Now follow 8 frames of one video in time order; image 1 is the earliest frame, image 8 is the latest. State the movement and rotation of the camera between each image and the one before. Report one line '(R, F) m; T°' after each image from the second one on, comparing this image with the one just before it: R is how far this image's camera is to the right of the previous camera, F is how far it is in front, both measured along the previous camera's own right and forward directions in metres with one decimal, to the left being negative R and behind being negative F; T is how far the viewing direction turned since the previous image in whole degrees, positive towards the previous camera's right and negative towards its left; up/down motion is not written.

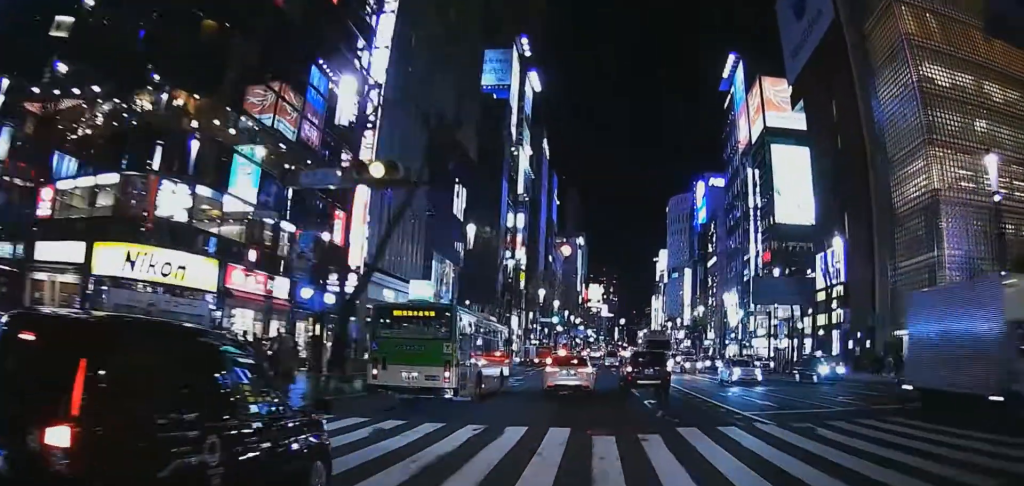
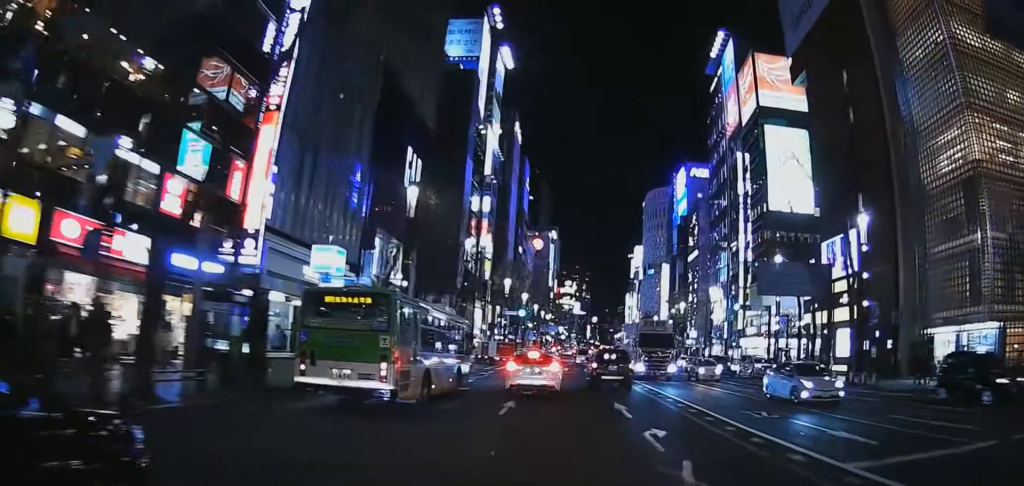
(+0.7, +9.2) m; +3°
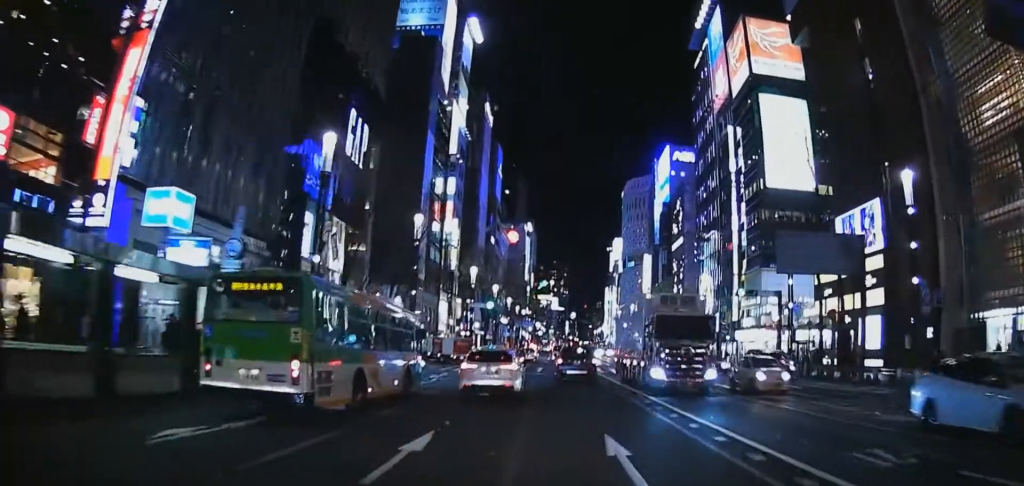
(-0.1, +8.1) m; -1°
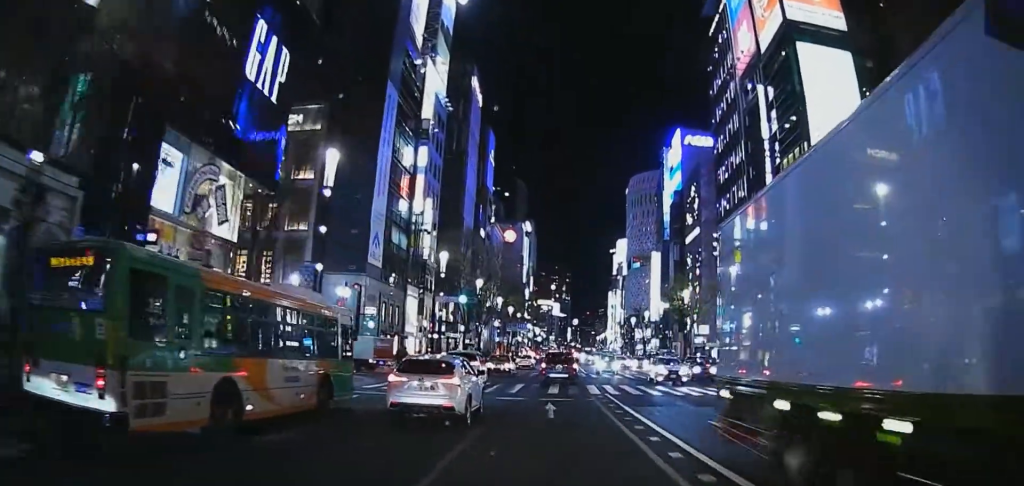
(+0.2, +13.7) m; +3°
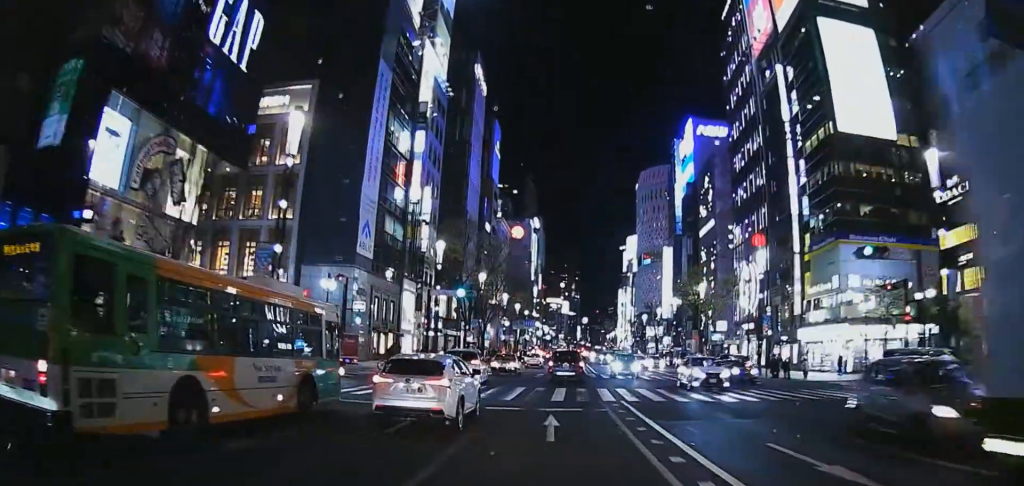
(0.0, +4.2) m; 0°
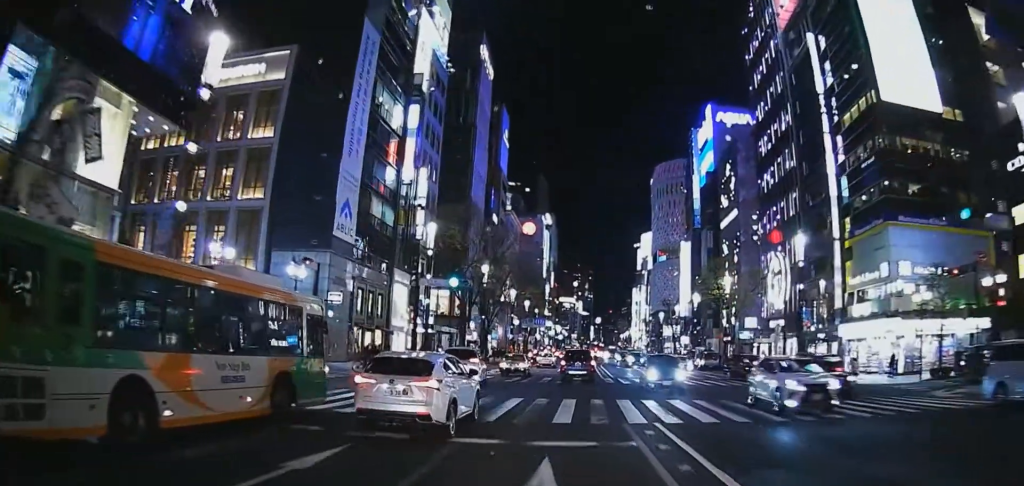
(0.0, +5.9) m; 0°
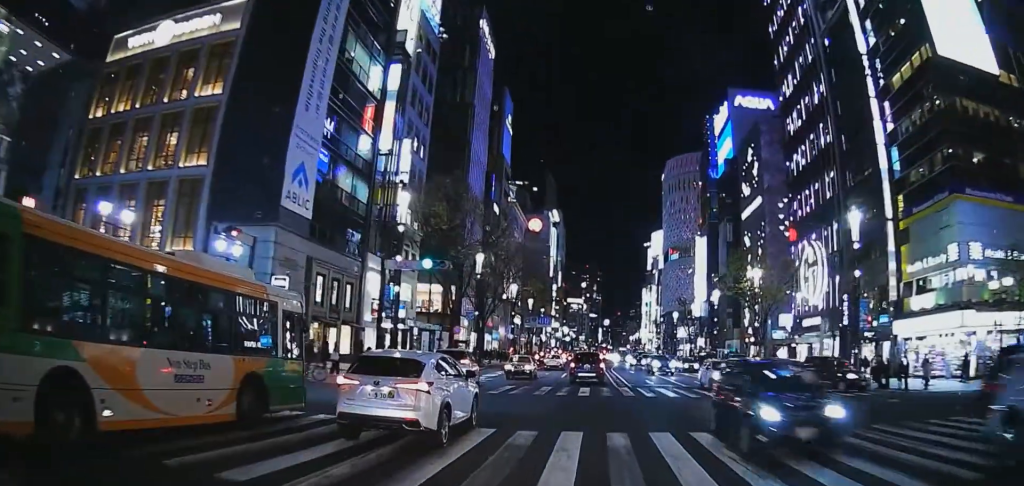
(0.0, +7.6) m; 0°
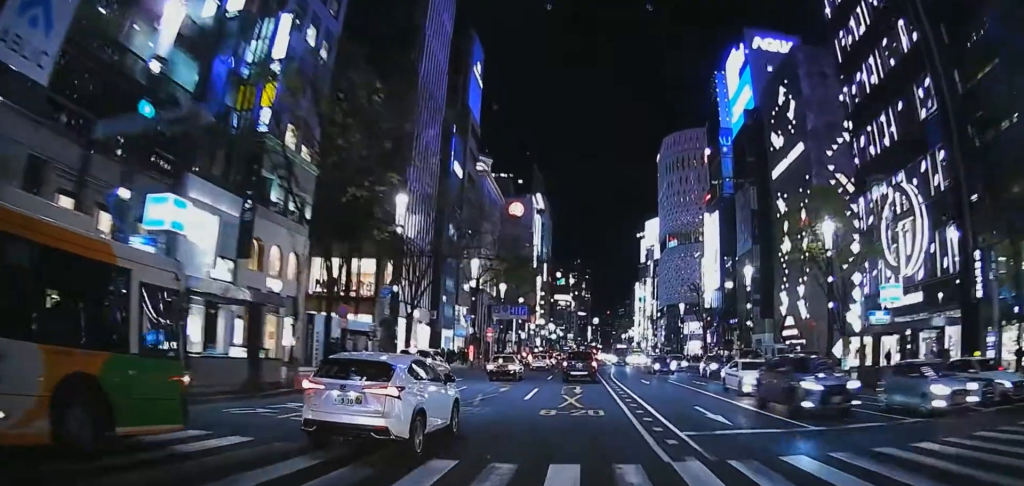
(0.0, +19.6) m; 0°
